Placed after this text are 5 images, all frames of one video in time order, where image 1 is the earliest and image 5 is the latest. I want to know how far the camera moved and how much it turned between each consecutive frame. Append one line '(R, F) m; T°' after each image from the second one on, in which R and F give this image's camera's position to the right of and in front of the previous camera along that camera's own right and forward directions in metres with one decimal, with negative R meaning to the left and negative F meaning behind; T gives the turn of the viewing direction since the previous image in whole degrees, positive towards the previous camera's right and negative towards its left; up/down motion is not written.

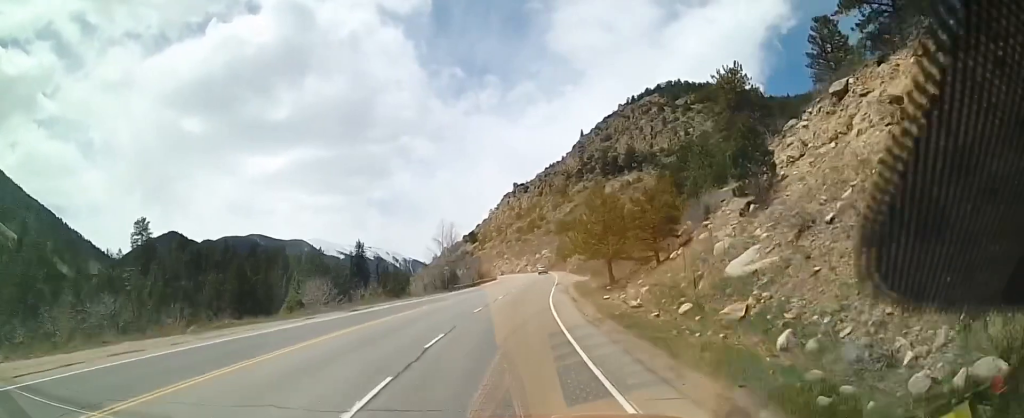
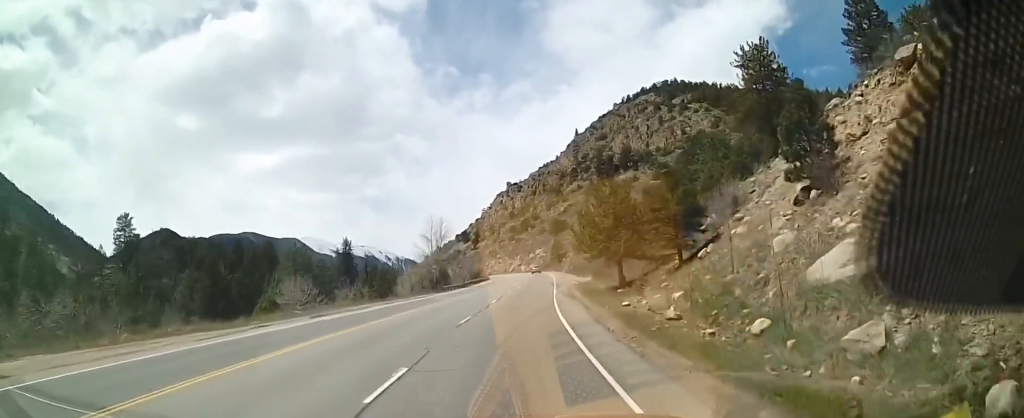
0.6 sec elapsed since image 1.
(+0.1, +5.6) m; +1°
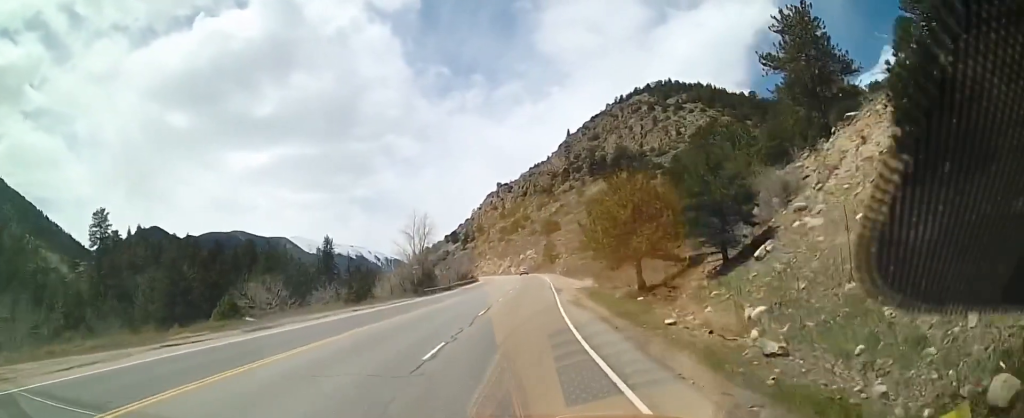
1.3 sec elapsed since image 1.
(0.0, +7.2) m; +1°
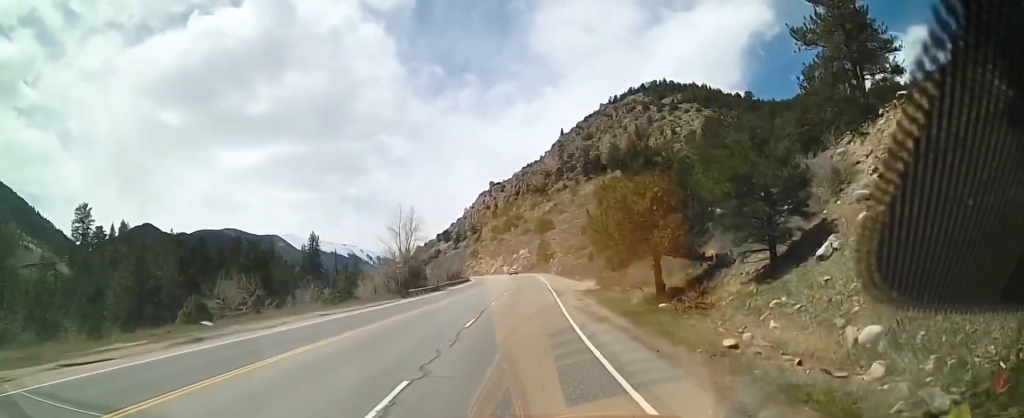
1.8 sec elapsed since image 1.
(0.0, +4.9) m; +2°
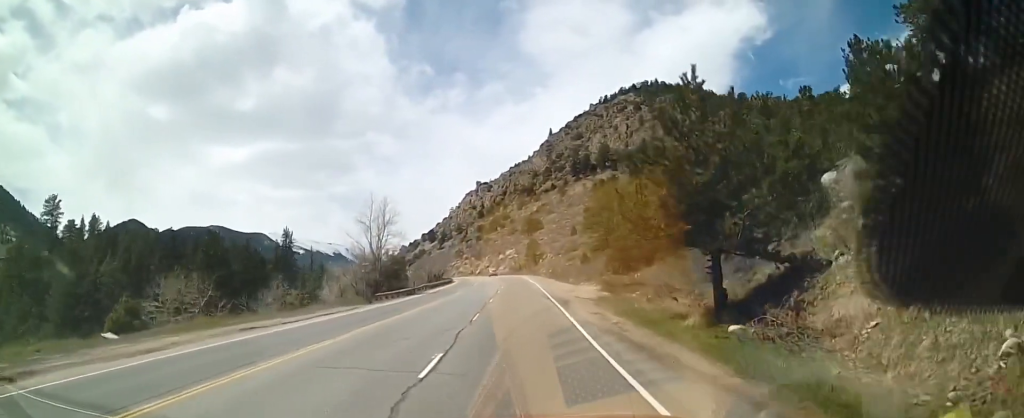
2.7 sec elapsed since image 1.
(+0.2, +8.4) m; +2°
